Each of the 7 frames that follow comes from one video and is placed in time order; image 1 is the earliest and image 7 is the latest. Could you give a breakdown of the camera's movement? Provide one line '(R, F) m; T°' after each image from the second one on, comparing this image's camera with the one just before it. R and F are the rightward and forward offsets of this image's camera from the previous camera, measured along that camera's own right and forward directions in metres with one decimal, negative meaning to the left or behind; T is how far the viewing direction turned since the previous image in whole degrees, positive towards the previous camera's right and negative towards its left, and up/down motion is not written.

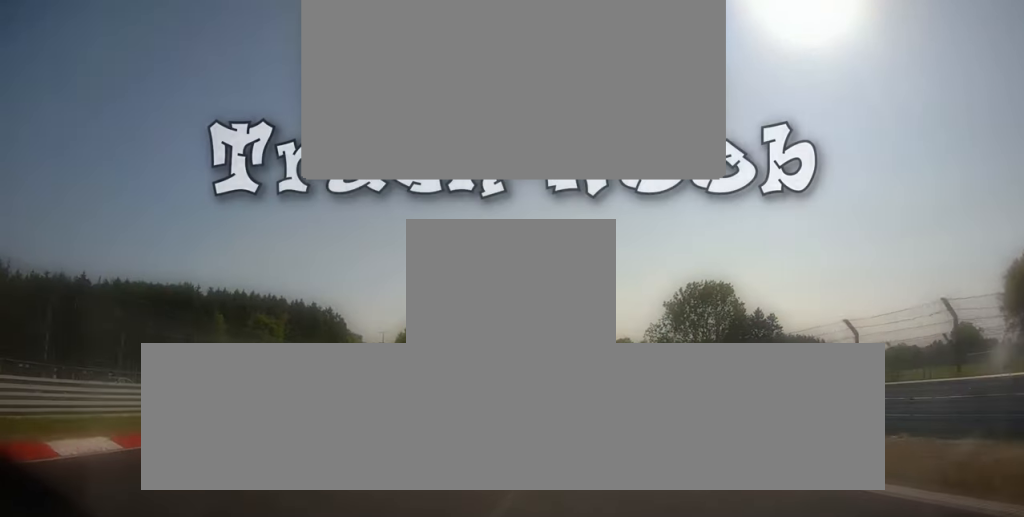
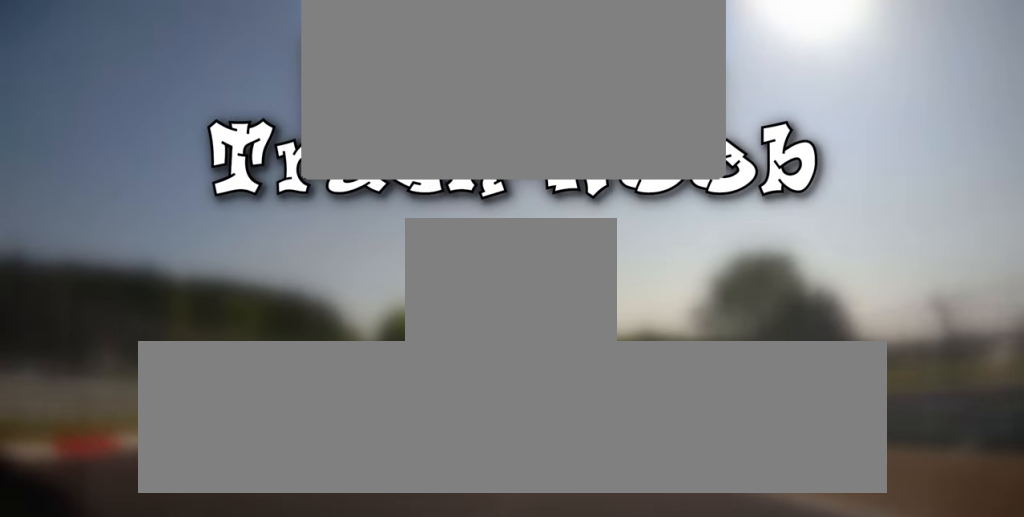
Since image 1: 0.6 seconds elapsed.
(0.0, +24.1) m; -1°
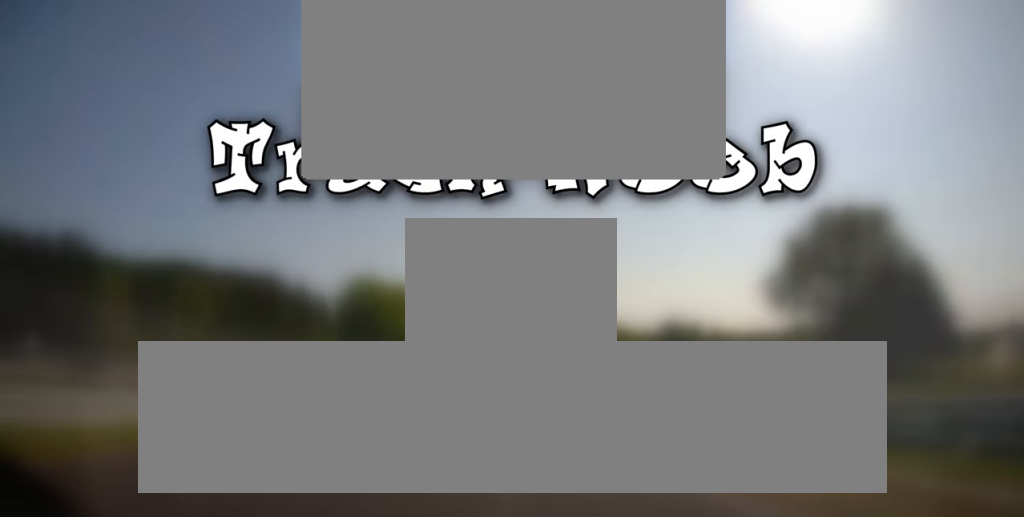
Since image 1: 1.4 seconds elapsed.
(-0.2, +27.8) m; -1°
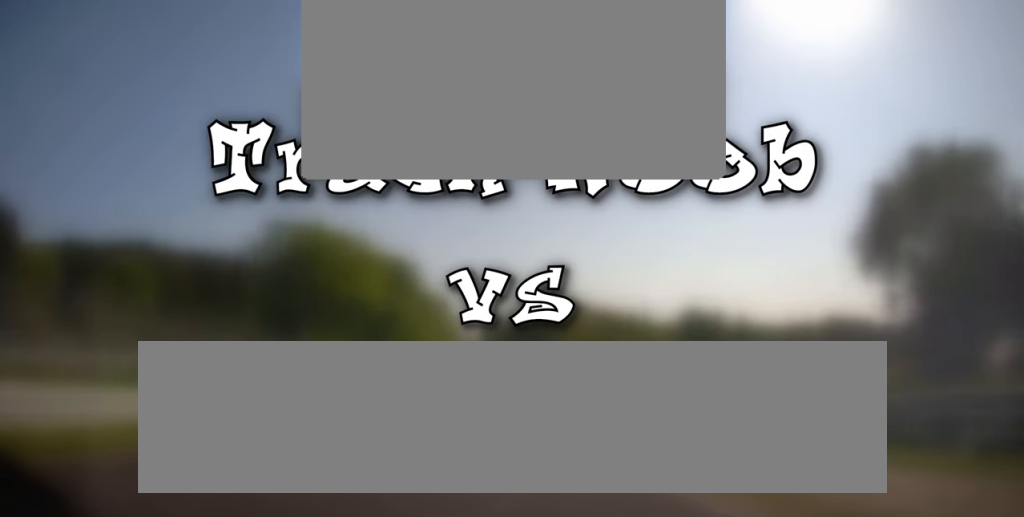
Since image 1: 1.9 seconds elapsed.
(-0.4, +22.0) m; 0°
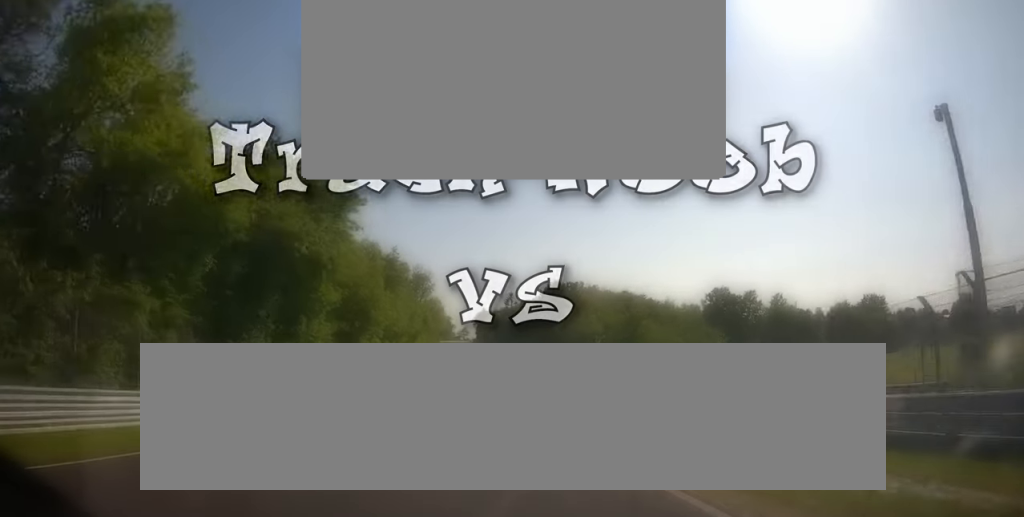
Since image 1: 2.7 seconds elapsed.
(+0.2, +28.5) m; 0°
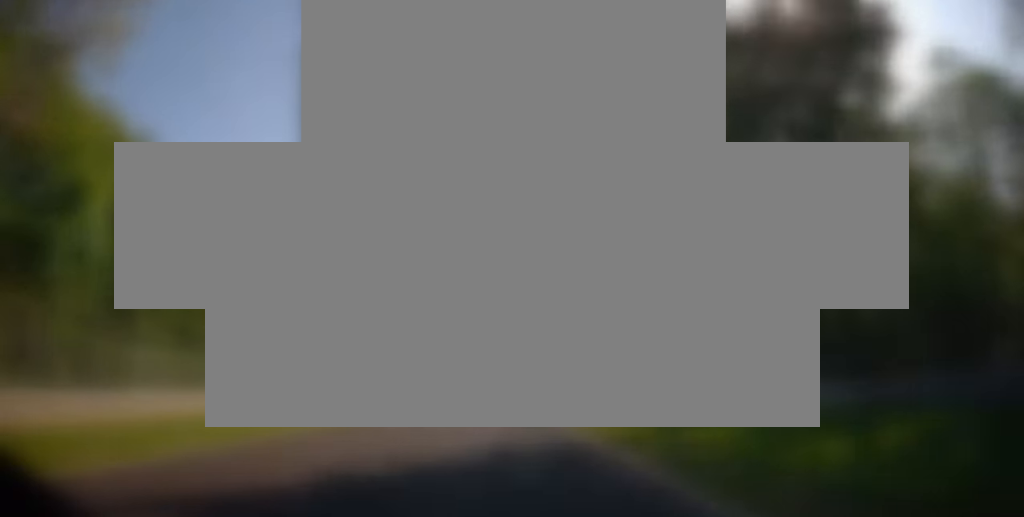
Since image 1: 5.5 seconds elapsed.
(-0.8, +100.3) m; -1°
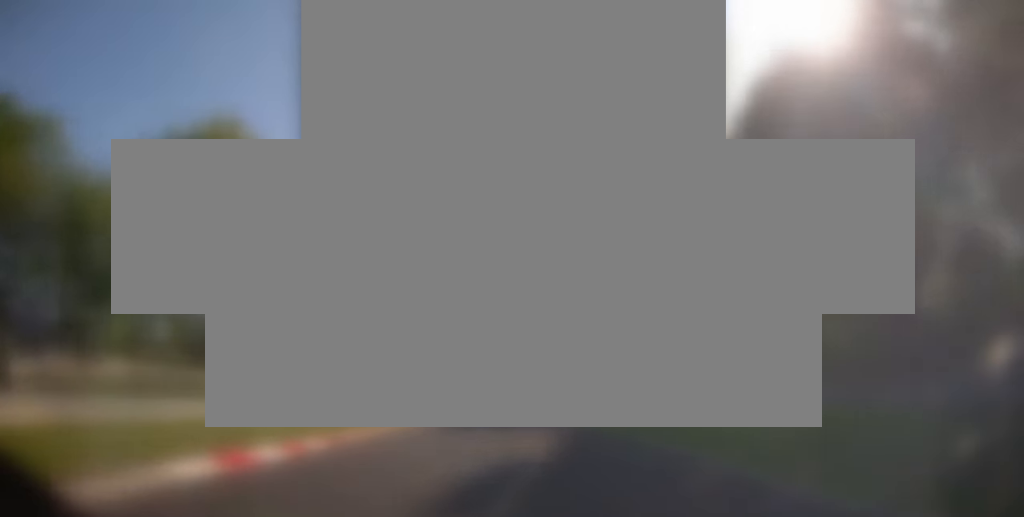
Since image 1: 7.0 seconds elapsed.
(-0.5, +52.0) m; -3°
